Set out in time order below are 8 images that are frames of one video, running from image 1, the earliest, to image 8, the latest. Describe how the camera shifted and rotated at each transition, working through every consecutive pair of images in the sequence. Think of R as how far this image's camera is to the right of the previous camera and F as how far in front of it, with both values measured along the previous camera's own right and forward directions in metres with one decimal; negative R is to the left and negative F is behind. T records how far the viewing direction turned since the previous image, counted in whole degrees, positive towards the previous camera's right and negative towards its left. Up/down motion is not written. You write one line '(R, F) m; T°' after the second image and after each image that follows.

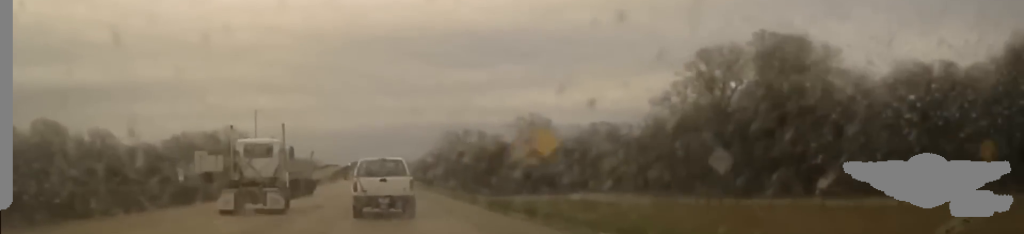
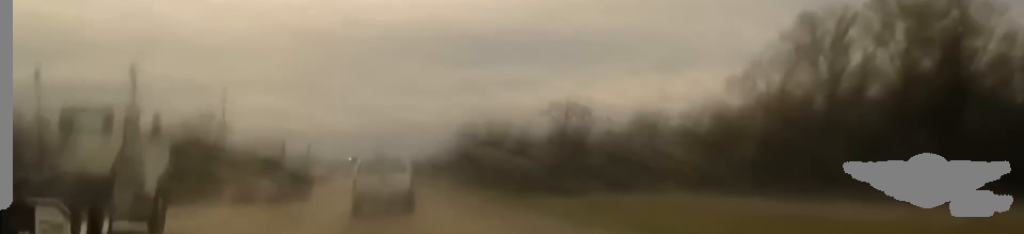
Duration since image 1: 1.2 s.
(+0.1, +45.6) m; 0°
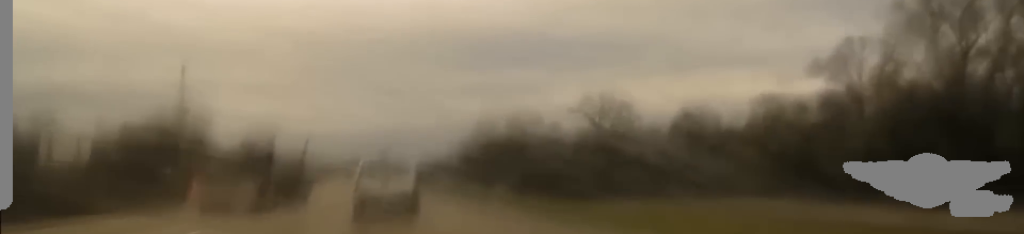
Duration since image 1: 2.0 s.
(0.0, +33.8) m; 0°
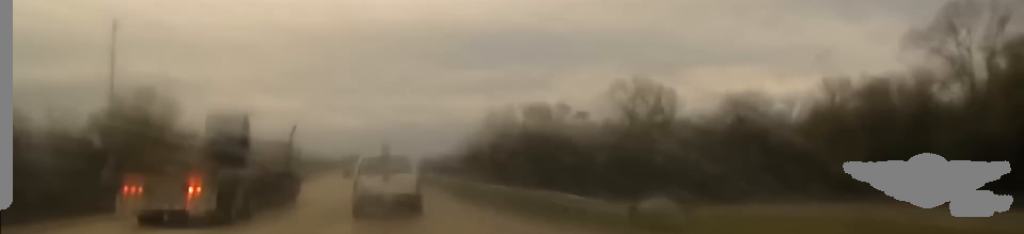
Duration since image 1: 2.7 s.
(0.0, +27.5) m; 0°
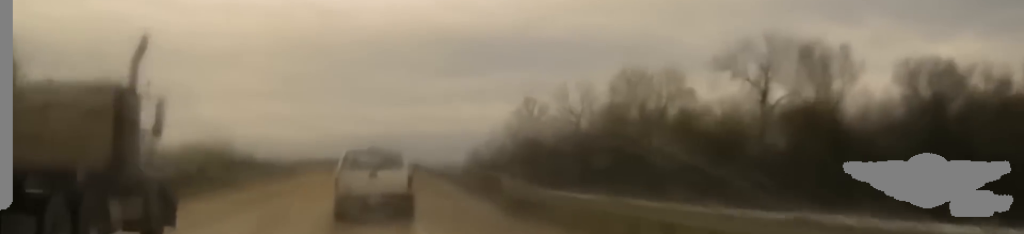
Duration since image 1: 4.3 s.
(-0.2, +68.7) m; 0°
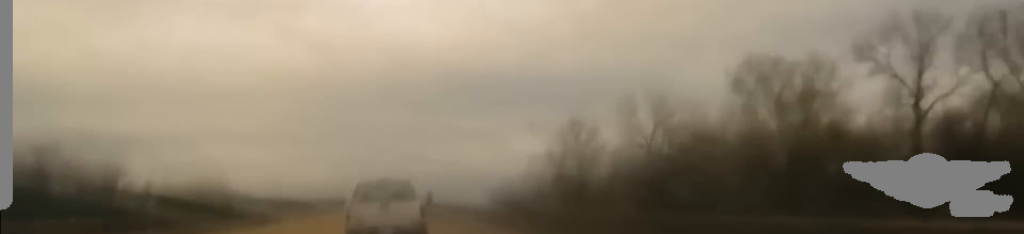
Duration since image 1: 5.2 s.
(0.0, +39.1) m; -1°
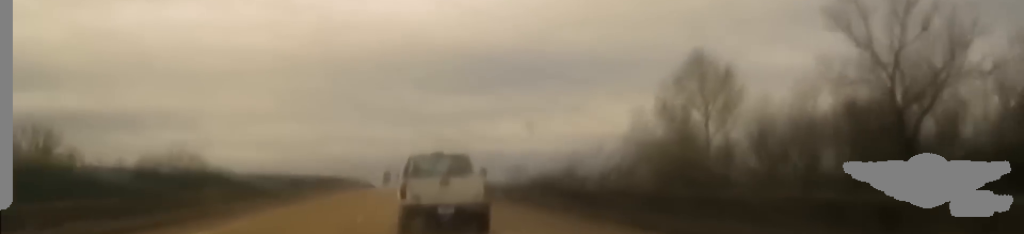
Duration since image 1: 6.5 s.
(-0.7, +57.2) m; 0°
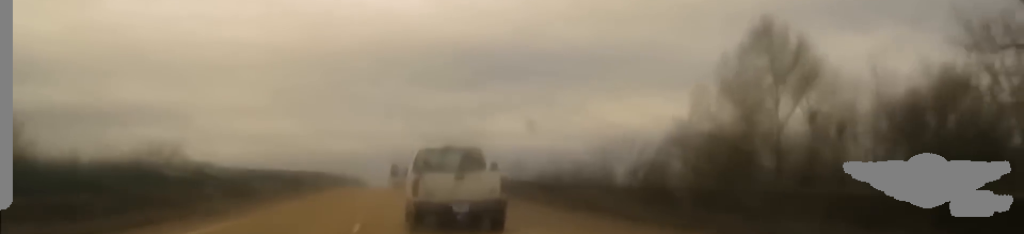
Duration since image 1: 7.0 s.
(+0.2, +18.1) m; 0°
